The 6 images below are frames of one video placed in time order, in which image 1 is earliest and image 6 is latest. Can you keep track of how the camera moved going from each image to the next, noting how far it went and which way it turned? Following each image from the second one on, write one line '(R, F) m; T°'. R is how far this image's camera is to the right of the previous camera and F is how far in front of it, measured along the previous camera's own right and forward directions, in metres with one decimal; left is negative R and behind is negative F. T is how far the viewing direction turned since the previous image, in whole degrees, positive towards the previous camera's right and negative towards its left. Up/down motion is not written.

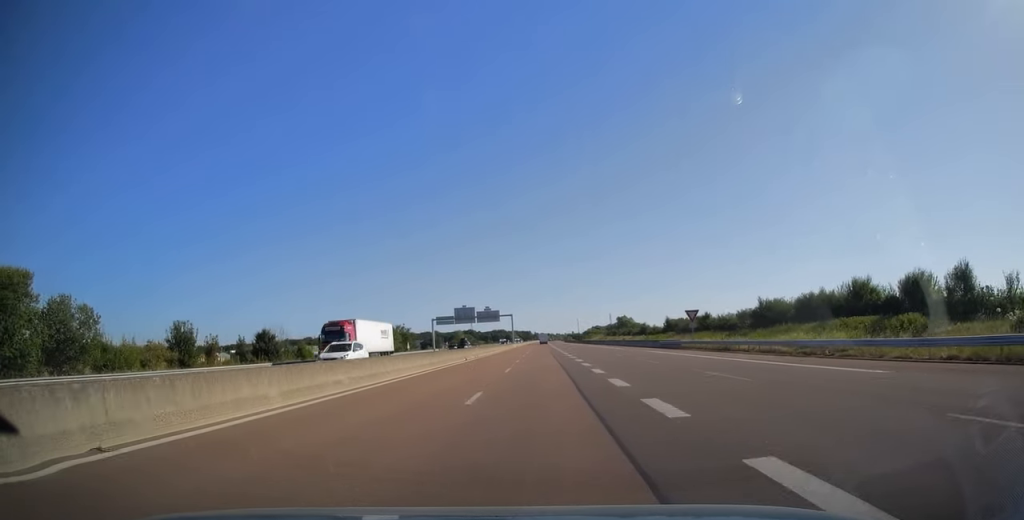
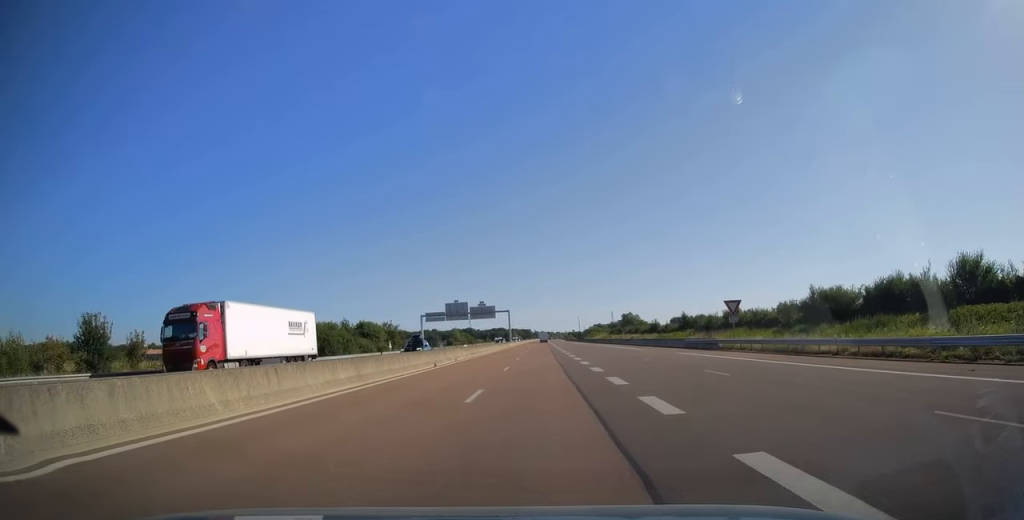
(-0.1, +12.8) m; 0°
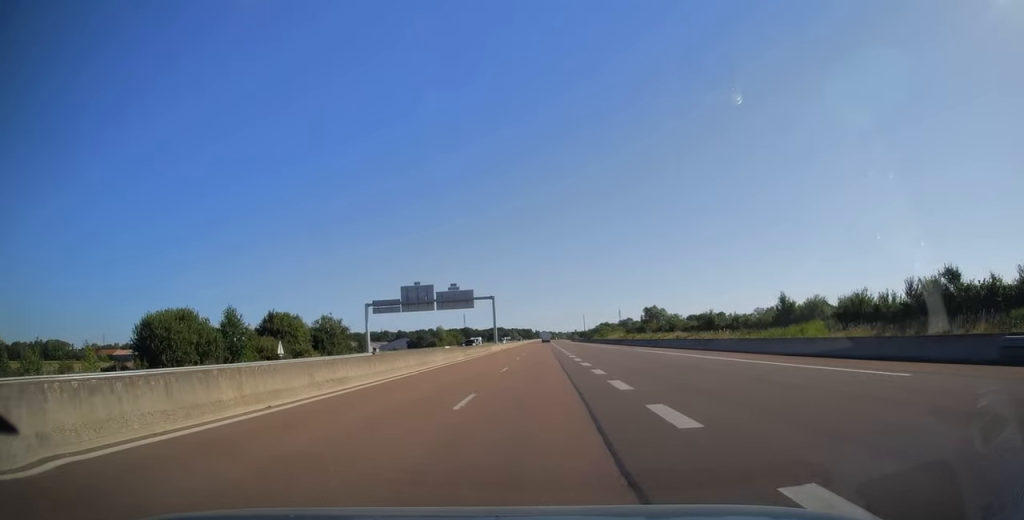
(0.0, +40.2) m; 0°
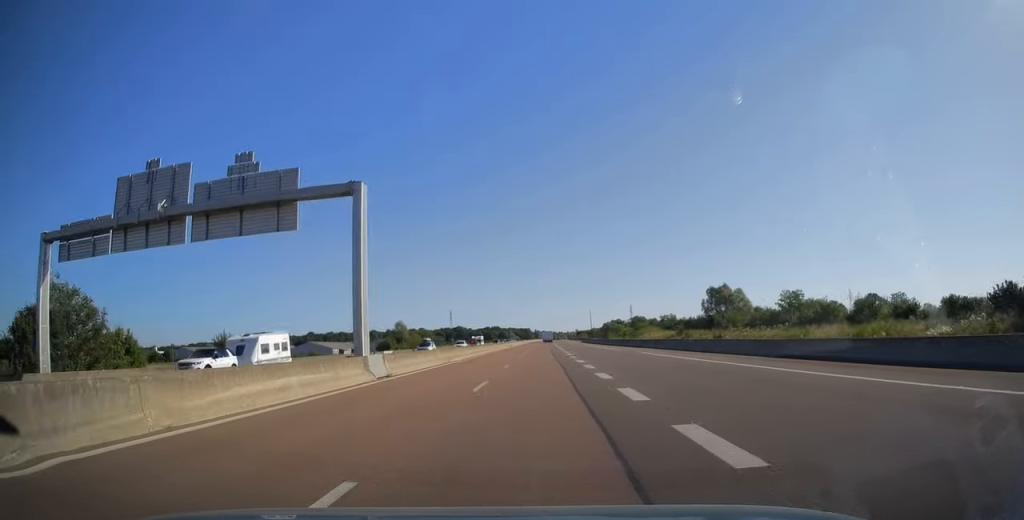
(-0.3, +60.9) m; 0°
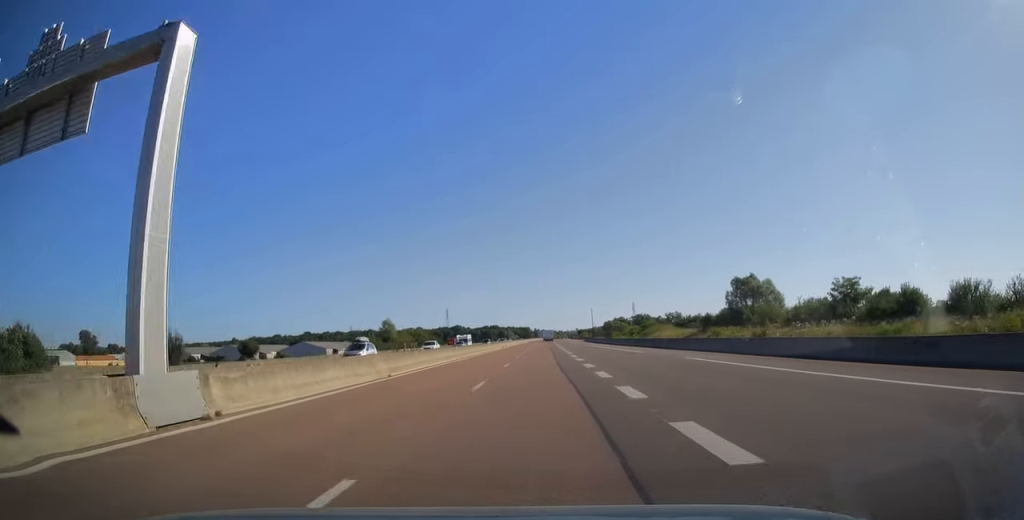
(+0.1, +12.8) m; 0°
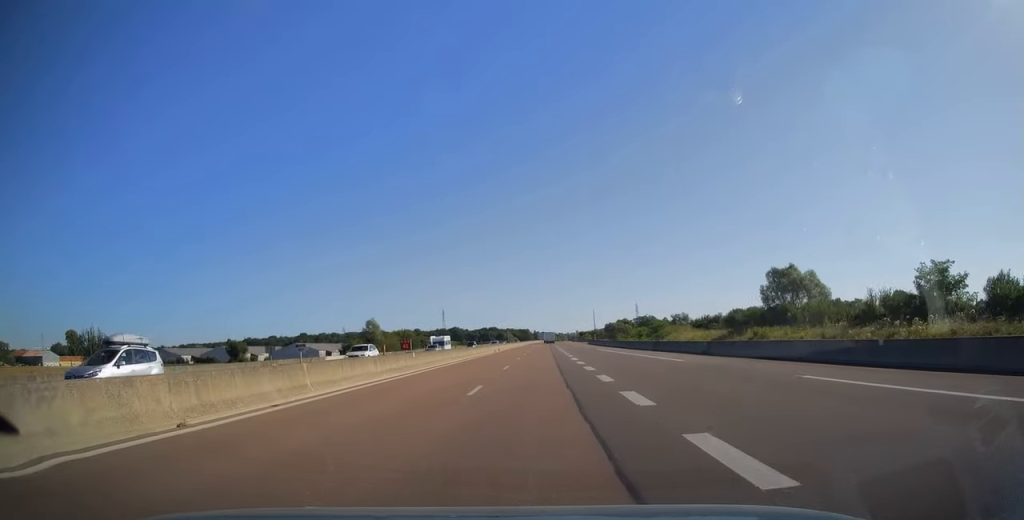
(+0.1, +13.9) m; 0°
